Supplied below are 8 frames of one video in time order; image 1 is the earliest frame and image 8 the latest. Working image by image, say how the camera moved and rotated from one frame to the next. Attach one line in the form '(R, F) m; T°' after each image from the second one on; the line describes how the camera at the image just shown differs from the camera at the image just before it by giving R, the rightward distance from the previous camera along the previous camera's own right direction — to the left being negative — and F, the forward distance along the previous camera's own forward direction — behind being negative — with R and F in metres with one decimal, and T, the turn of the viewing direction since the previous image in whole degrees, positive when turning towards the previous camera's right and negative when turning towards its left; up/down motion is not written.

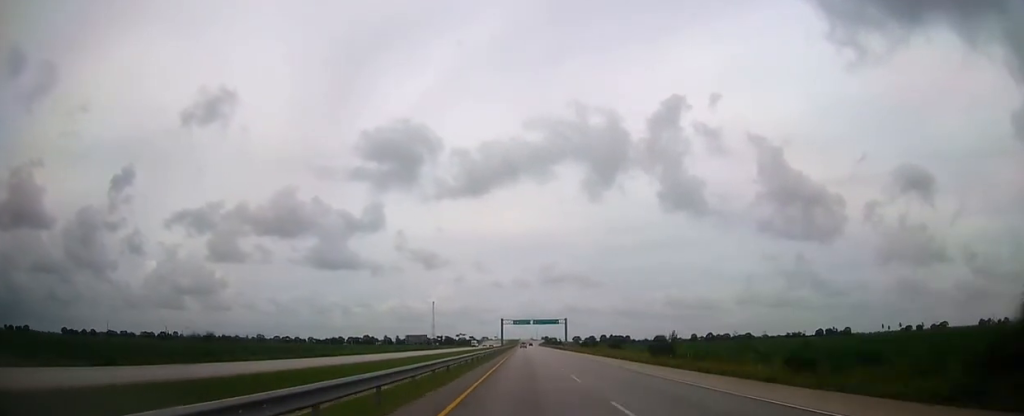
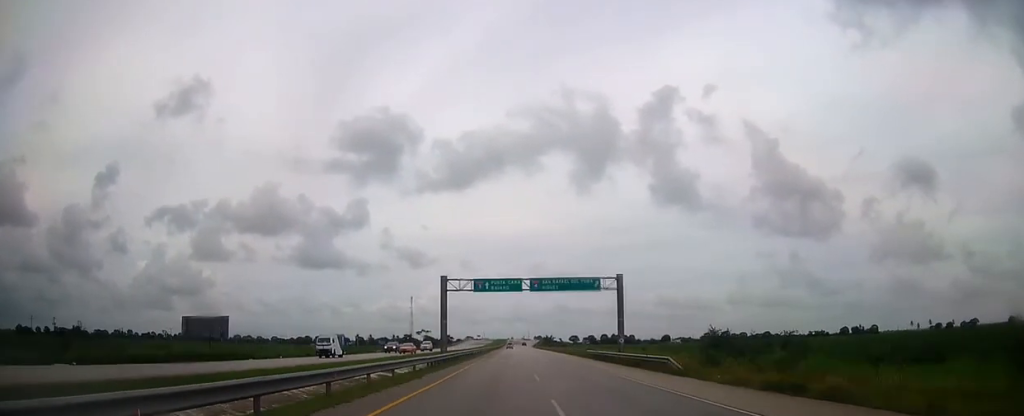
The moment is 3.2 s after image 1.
(+0.5, +95.5) m; +1°
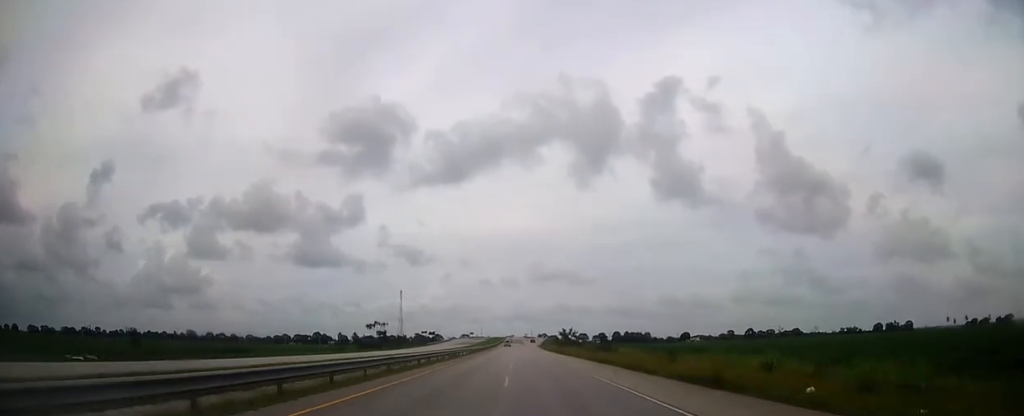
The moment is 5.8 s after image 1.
(+0.1, +76.7) m; 0°
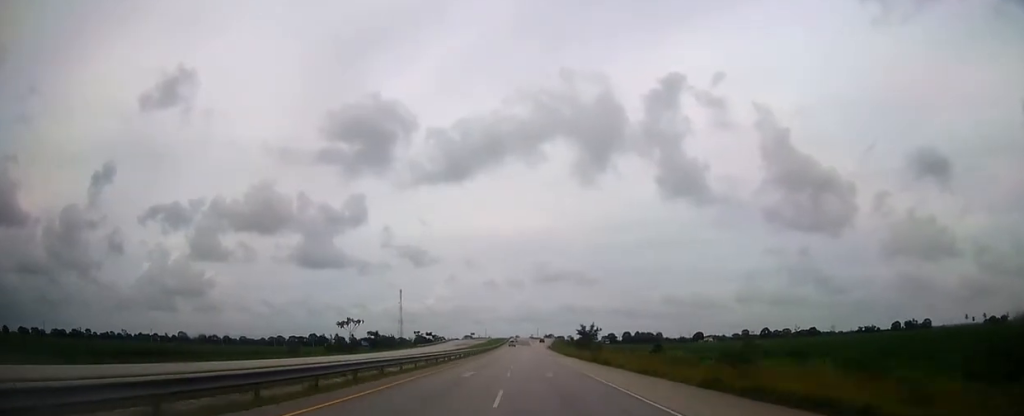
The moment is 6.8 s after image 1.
(-0.1, +28.7) m; 0°
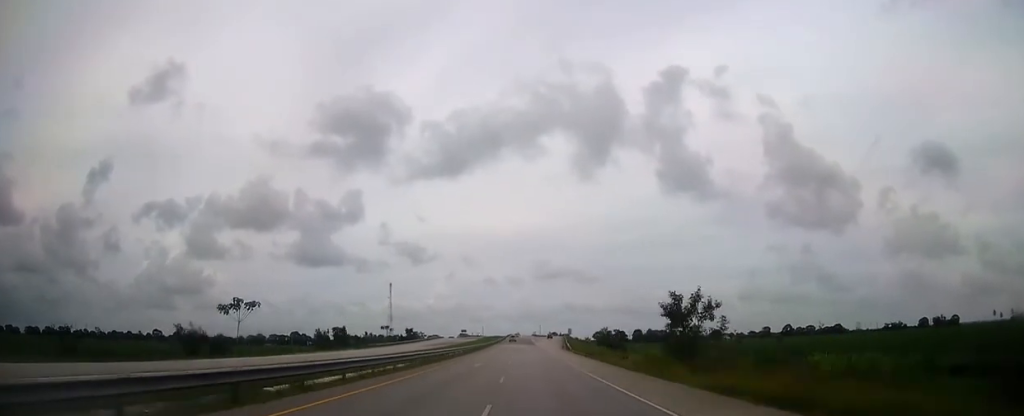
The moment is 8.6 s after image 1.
(-0.1, +51.5) m; 0°
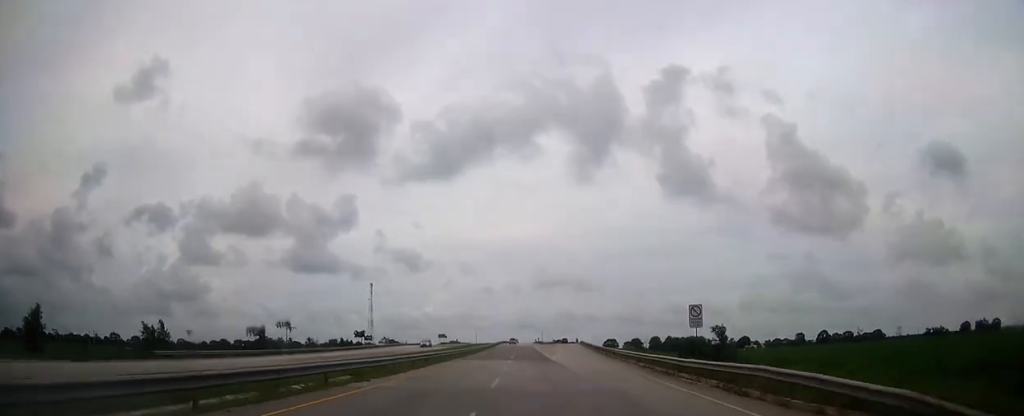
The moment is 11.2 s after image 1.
(-0.2, +73.6) m; 0°
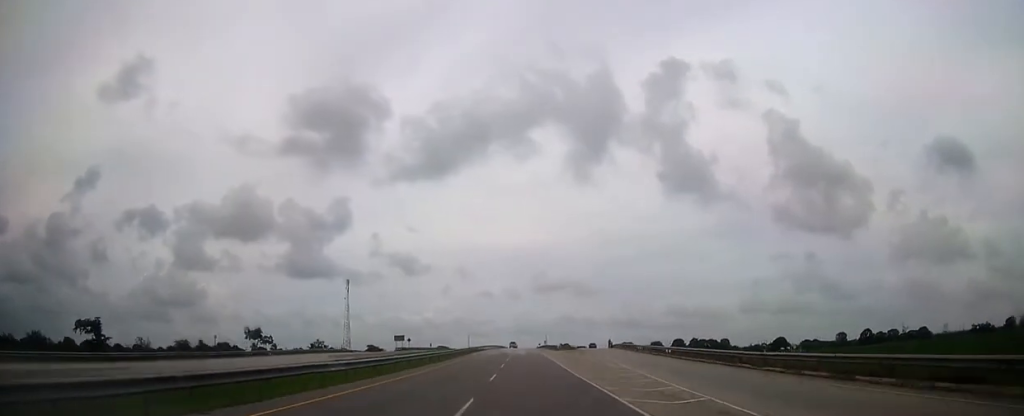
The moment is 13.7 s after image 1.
(0.0, +68.8) m; 0°
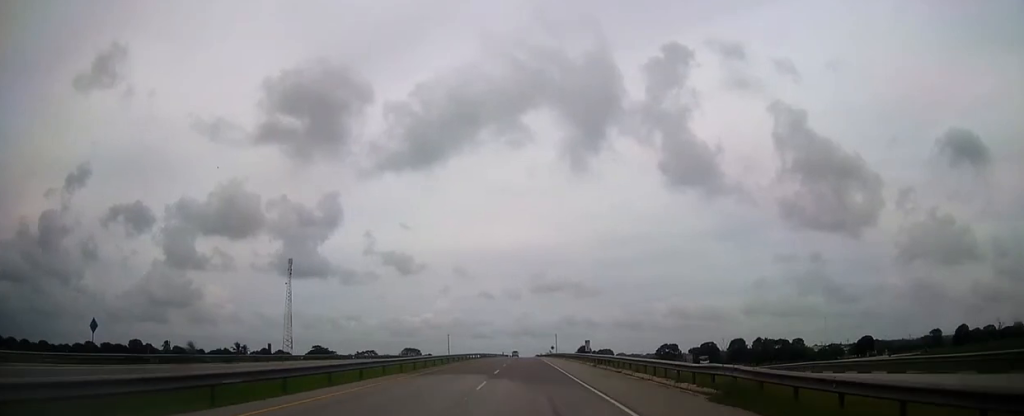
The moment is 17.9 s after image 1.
(-0.2, +113.1) m; 0°
